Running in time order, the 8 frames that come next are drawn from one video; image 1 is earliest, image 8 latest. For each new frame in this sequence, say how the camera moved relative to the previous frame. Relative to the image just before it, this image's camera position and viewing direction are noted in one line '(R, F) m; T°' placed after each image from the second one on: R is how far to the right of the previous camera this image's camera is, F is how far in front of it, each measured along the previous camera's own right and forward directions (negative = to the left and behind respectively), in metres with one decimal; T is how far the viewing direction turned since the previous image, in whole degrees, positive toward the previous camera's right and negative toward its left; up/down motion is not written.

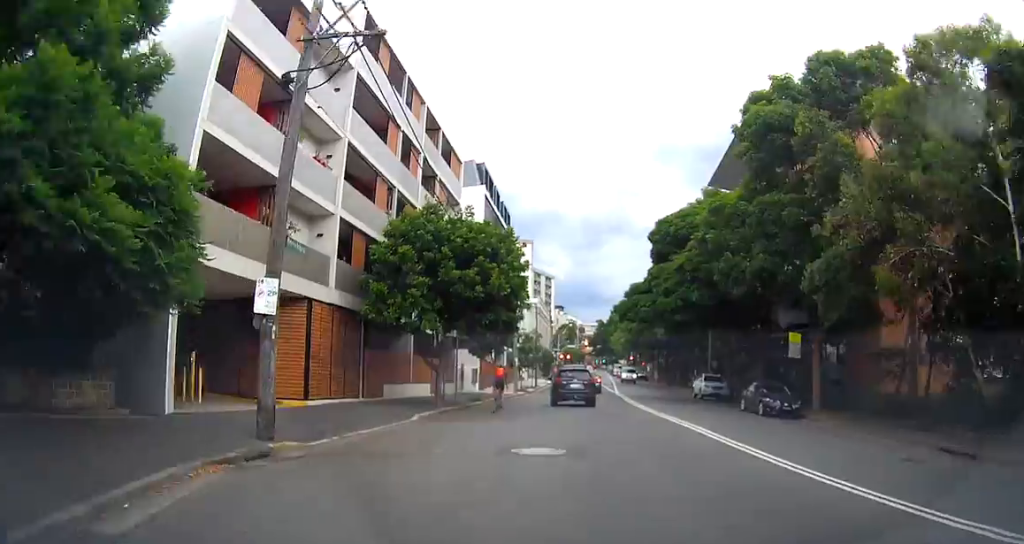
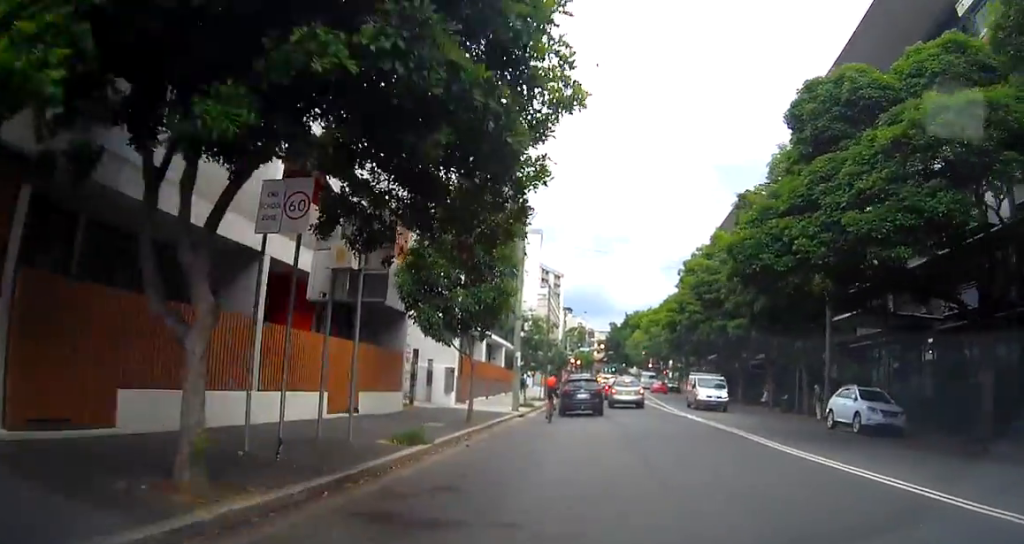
(-0.4, +20.3) m; -1°
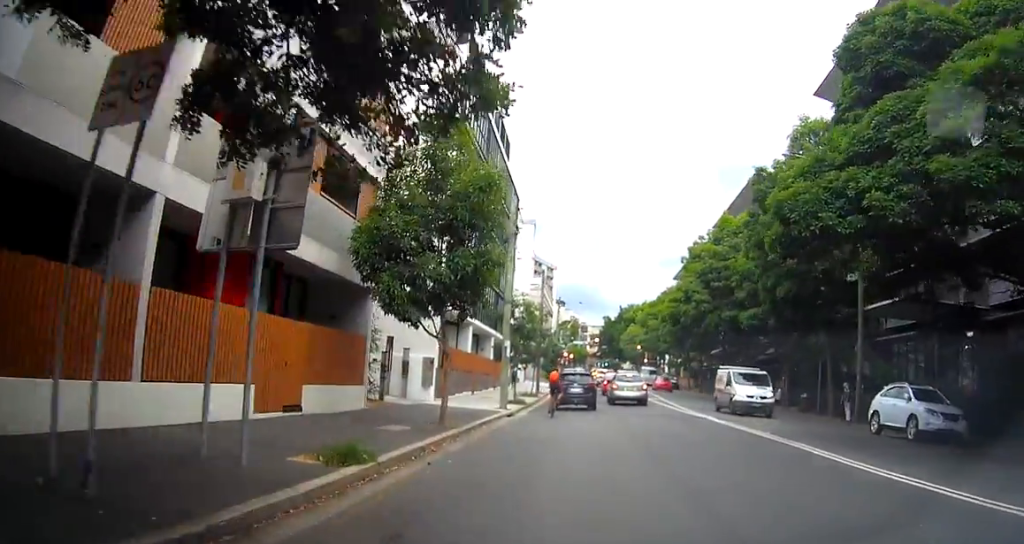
(-0.1, +4.3) m; +1°
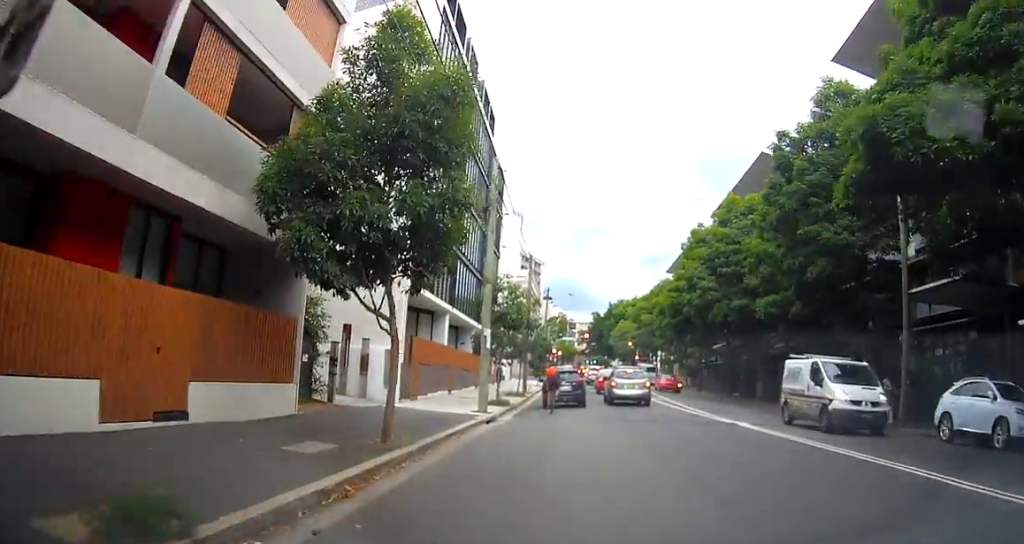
(+0.1, +4.8) m; +1°
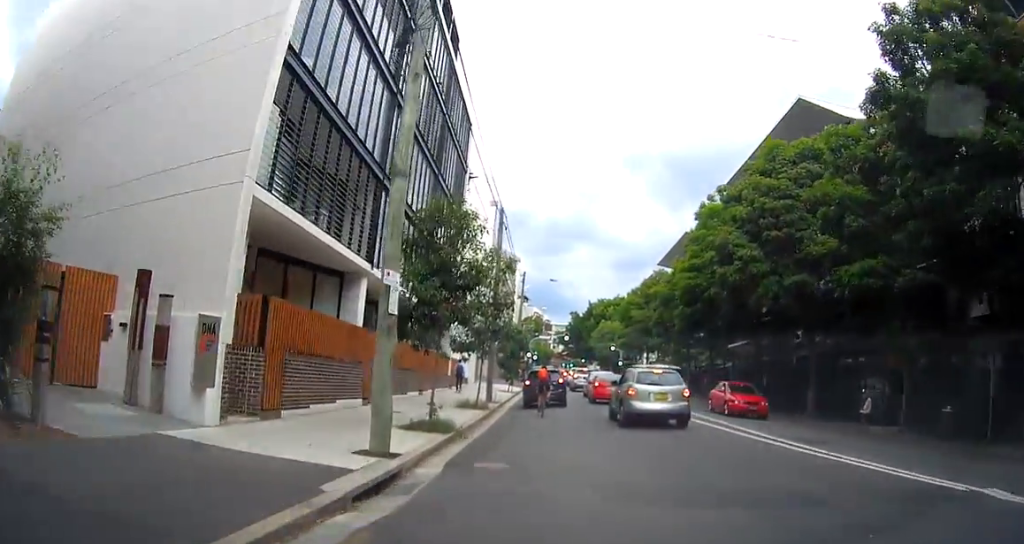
(+0.3, +12.1) m; +1°
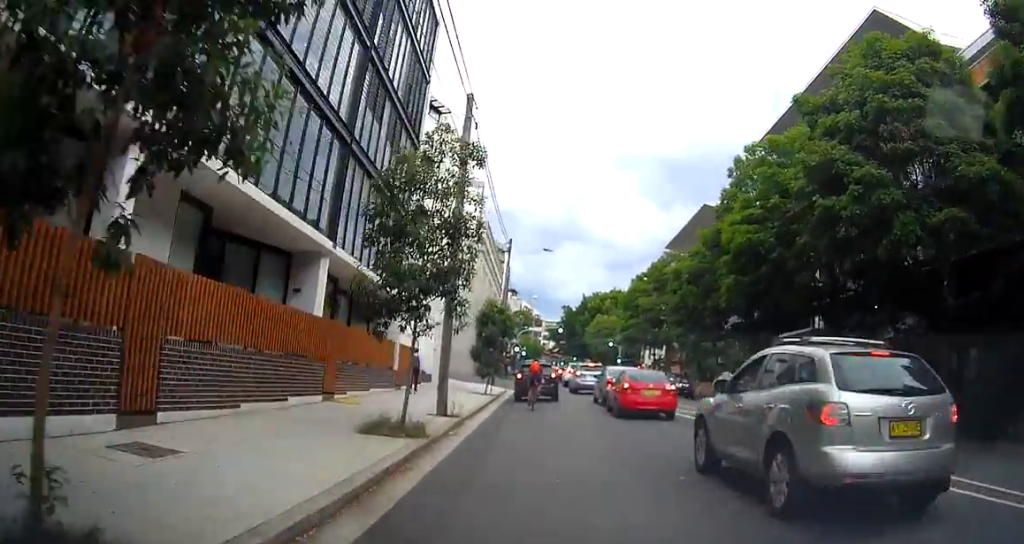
(-0.1, +12.1) m; 0°
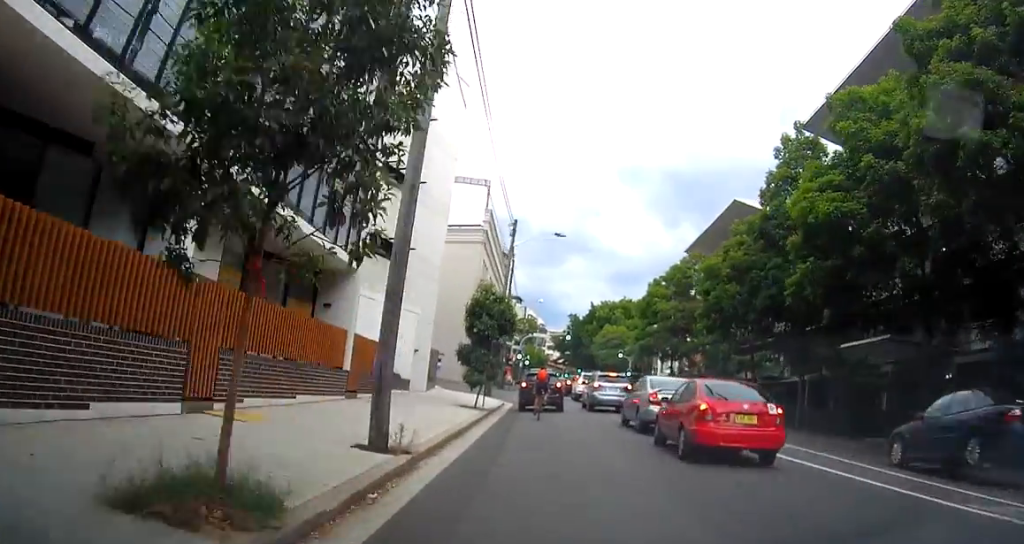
(0.0, +7.3) m; +1°
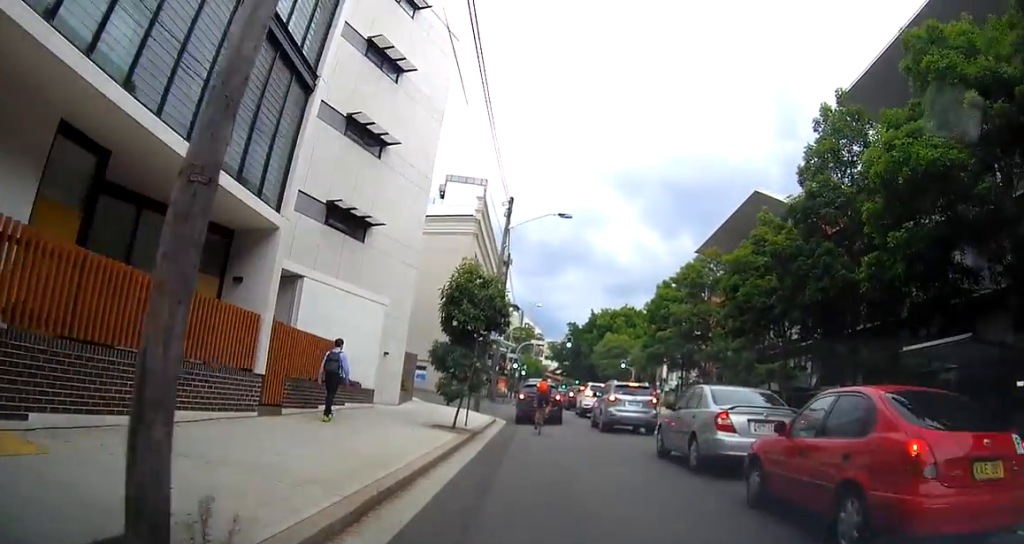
(0.0, +5.9) m; 0°
